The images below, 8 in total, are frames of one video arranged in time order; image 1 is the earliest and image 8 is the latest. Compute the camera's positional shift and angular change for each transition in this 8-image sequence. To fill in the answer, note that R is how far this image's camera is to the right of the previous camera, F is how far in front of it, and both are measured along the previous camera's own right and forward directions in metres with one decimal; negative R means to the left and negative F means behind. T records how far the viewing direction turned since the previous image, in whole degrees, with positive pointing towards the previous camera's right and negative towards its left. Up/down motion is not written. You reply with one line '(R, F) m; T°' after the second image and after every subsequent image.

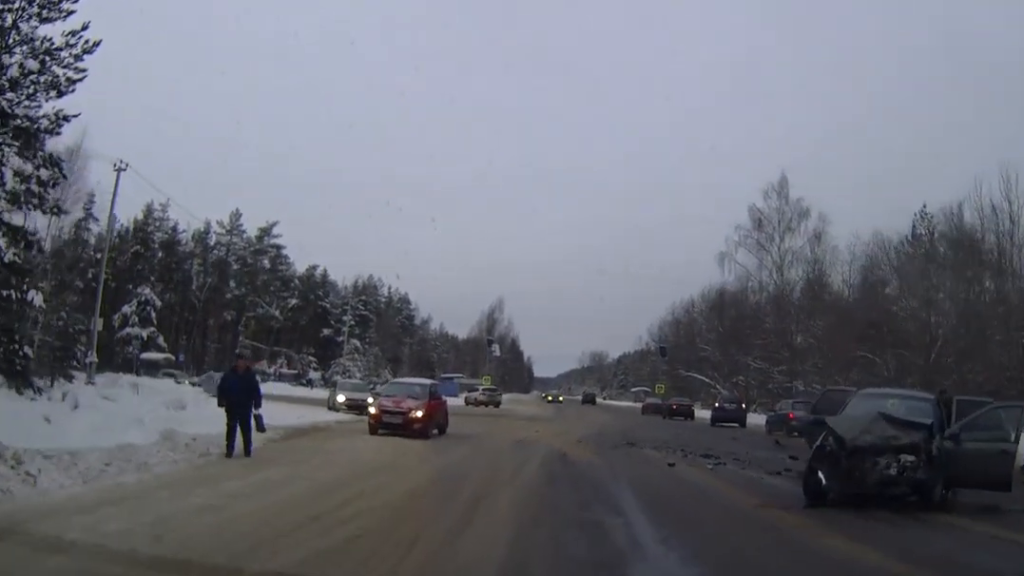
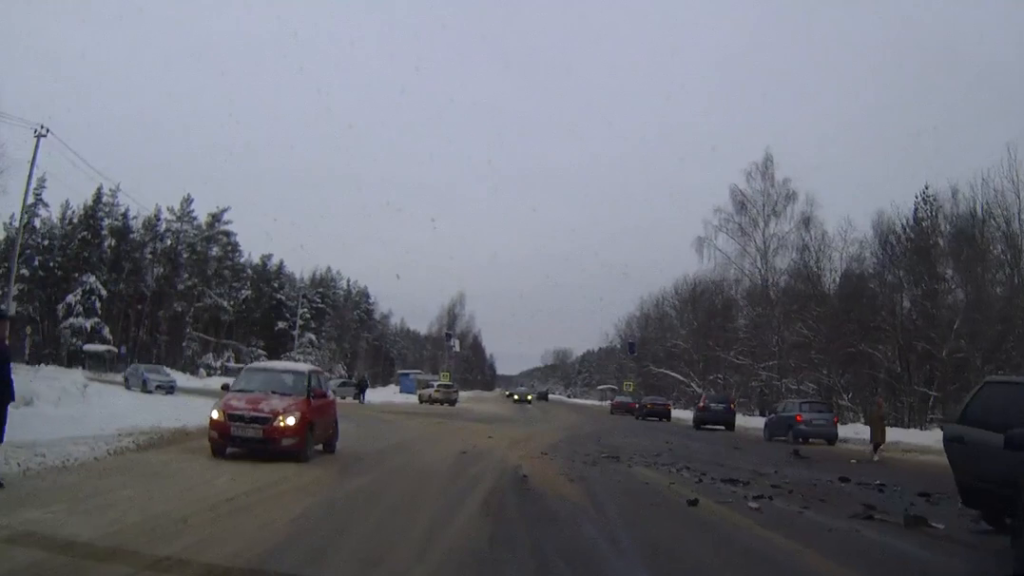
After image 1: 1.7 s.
(+0.1, +5.9) m; +1°
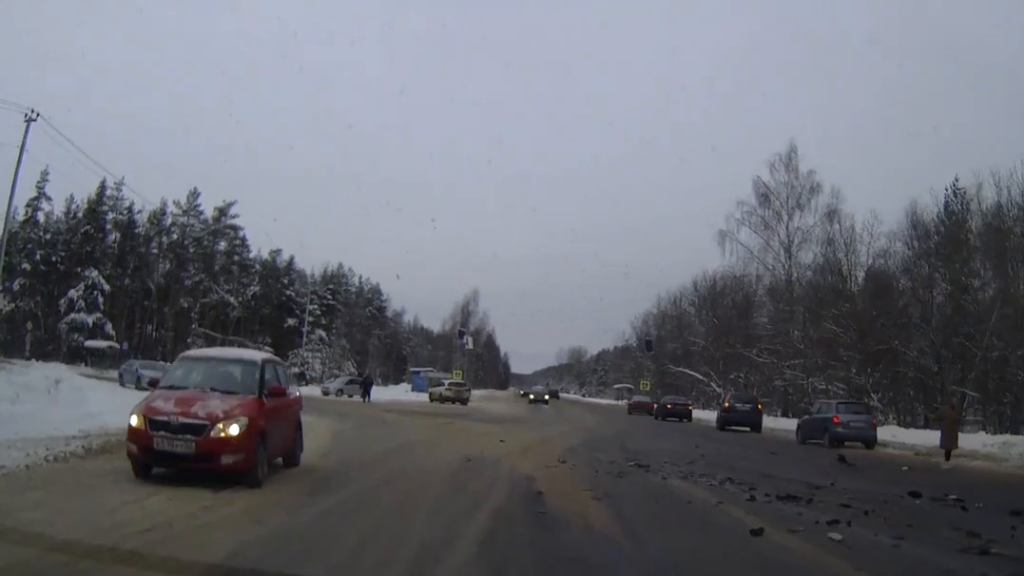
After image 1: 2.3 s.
(0.0, +2.2) m; -1°
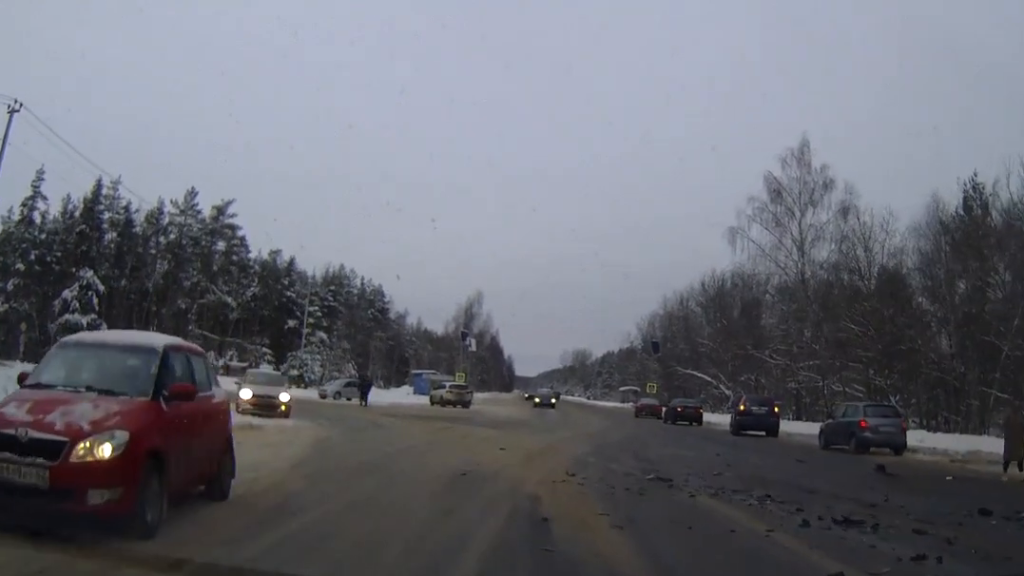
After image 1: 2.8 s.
(0.0, +2.0) m; -1°
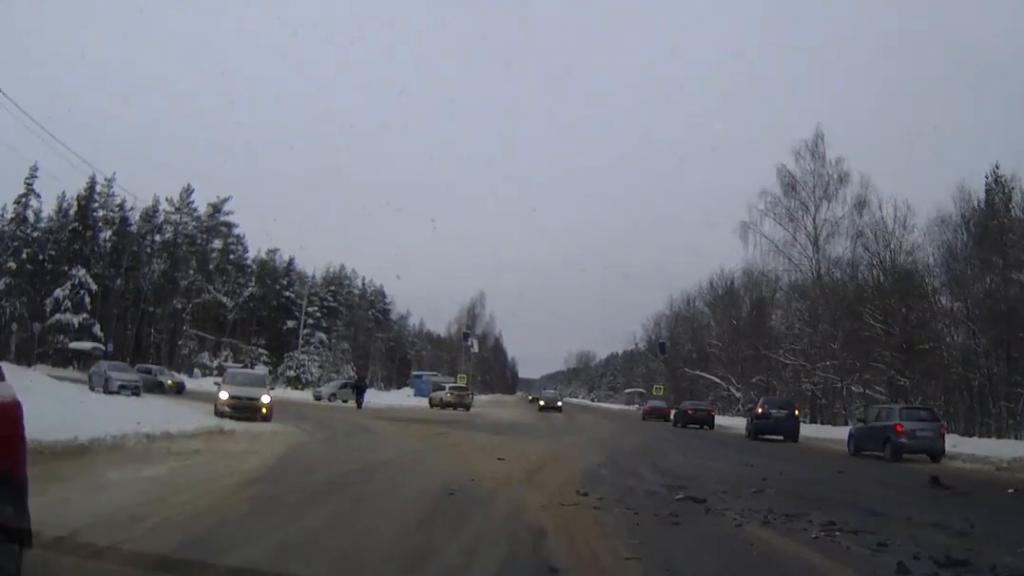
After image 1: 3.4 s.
(0.0, +2.5) m; -1°
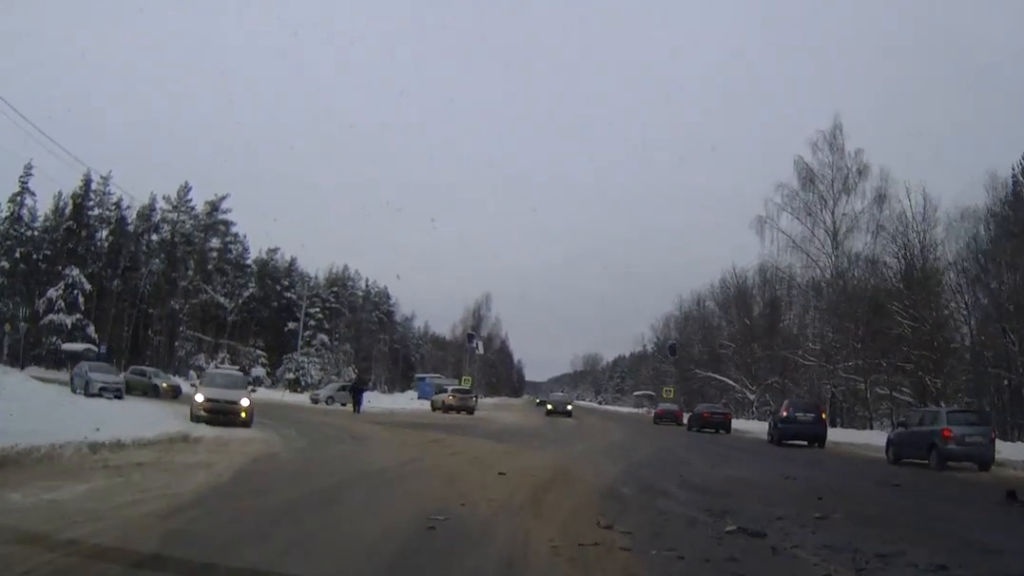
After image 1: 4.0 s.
(0.0, +2.5) m; -1°
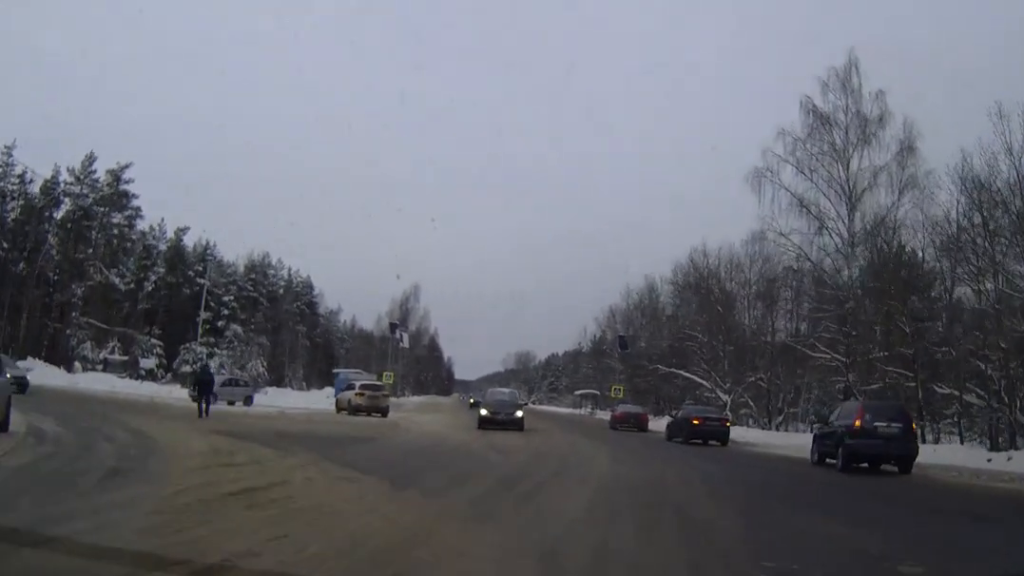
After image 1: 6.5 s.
(+0.6, +11.5) m; +10°
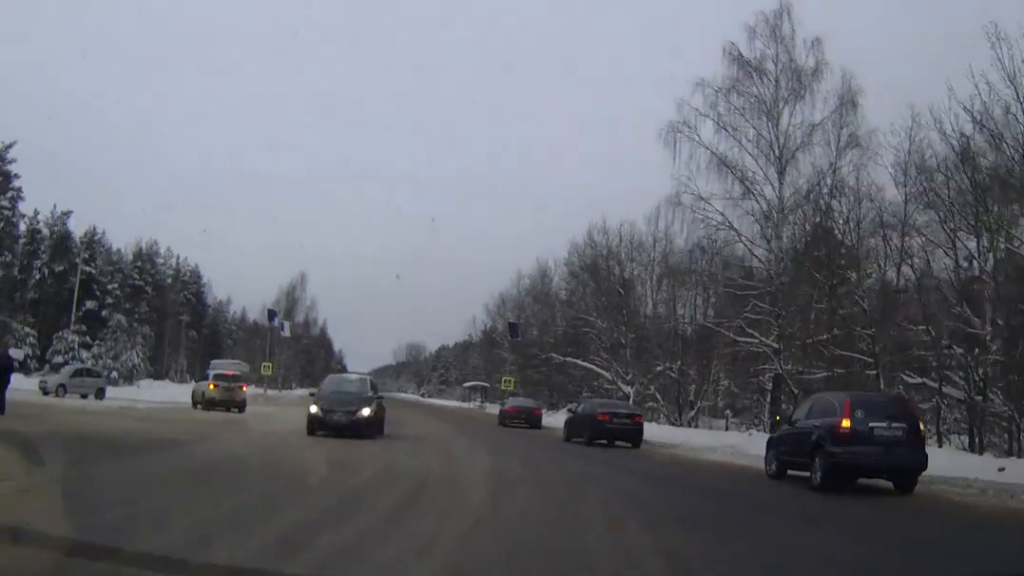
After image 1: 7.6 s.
(+0.2, +6.0) m; +3°
